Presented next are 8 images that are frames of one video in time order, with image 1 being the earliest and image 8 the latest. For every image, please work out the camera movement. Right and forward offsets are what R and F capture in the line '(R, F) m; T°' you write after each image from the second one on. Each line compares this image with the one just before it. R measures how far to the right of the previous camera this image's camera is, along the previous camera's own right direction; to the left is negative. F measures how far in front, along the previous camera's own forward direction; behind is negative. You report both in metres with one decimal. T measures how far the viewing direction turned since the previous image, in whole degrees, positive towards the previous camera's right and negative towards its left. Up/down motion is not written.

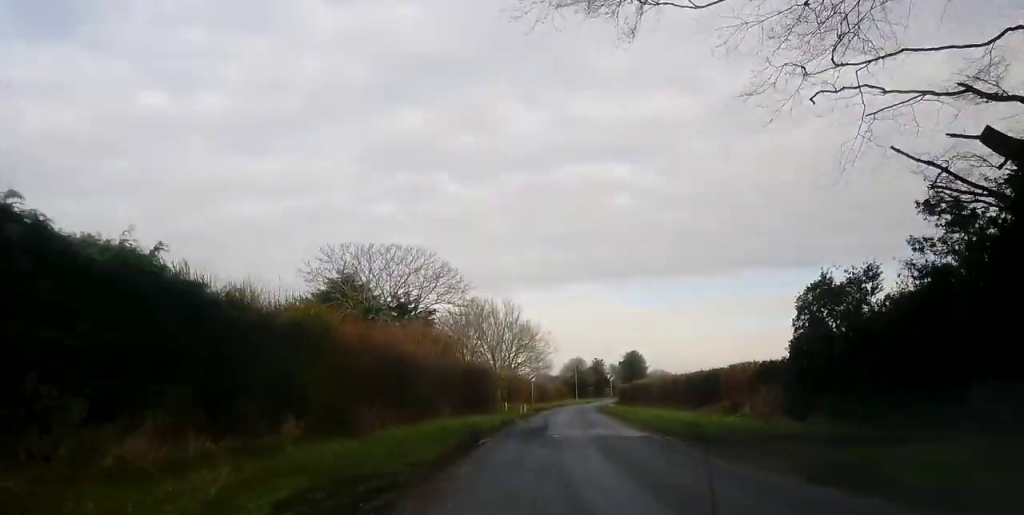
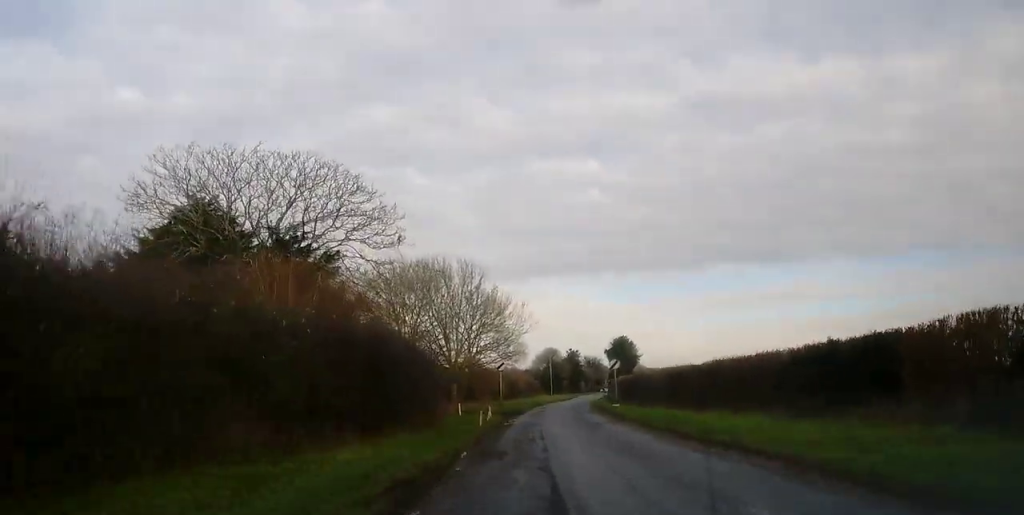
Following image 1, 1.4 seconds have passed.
(+0.6, +22.6) m; +3°
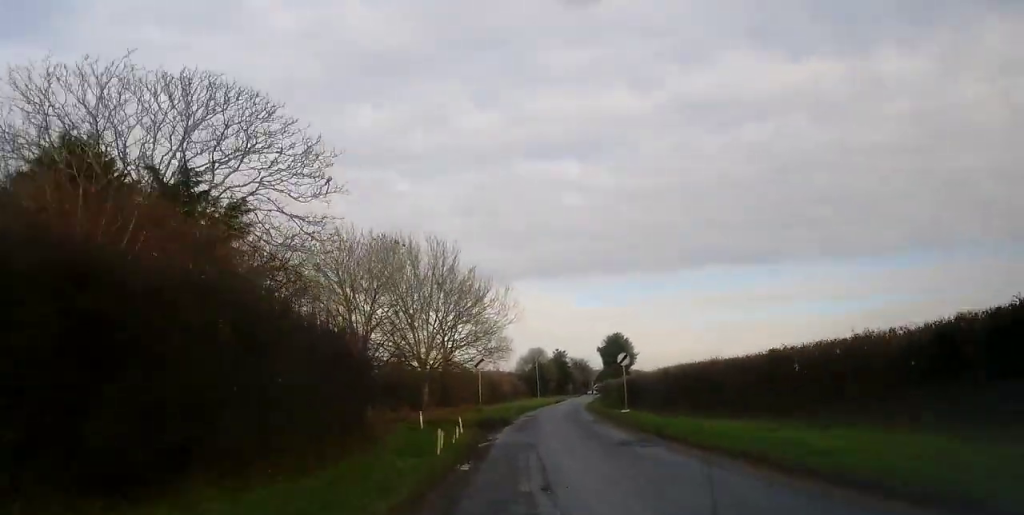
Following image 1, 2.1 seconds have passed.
(+0.2, +10.5) m; +1°
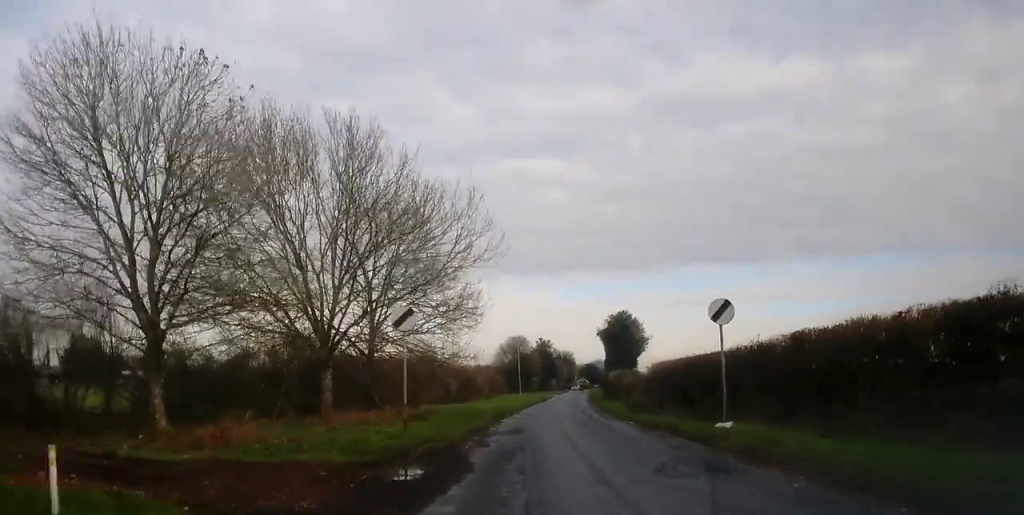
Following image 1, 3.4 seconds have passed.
(+0.1, +21.8) m; 0°
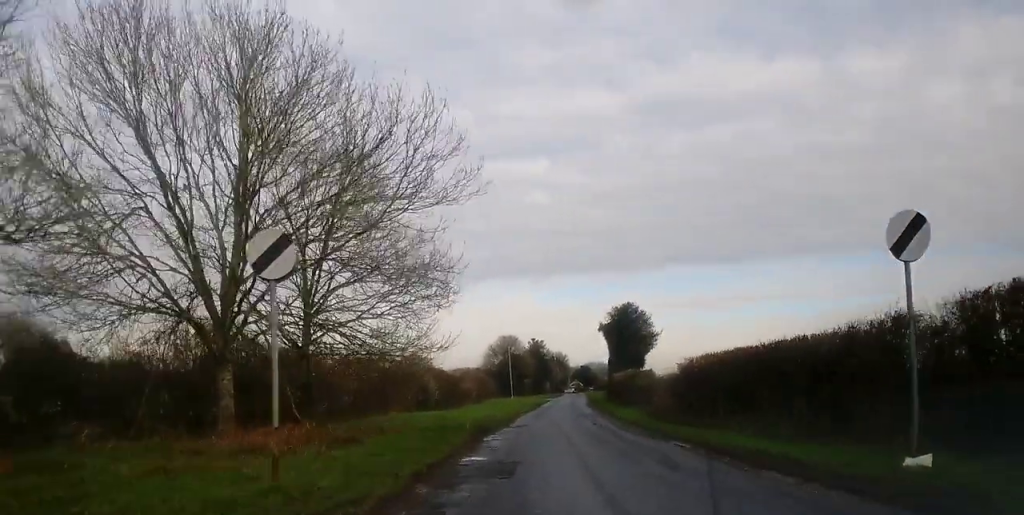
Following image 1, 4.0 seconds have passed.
(0.0, +9.4) m; +1°
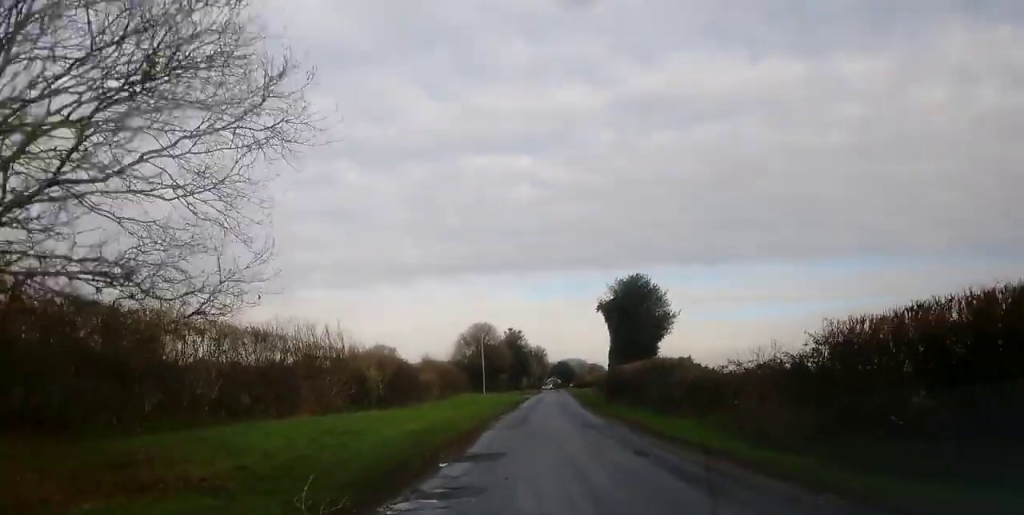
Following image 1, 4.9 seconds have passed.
(+0.3, +15.8) m; +2°
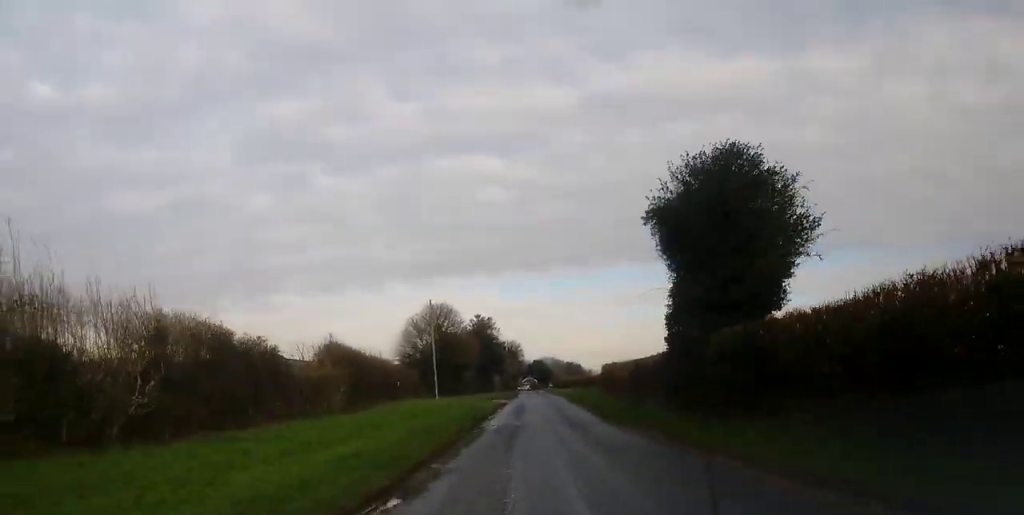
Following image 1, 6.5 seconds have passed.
(+0.6, +27.8) m; +3°
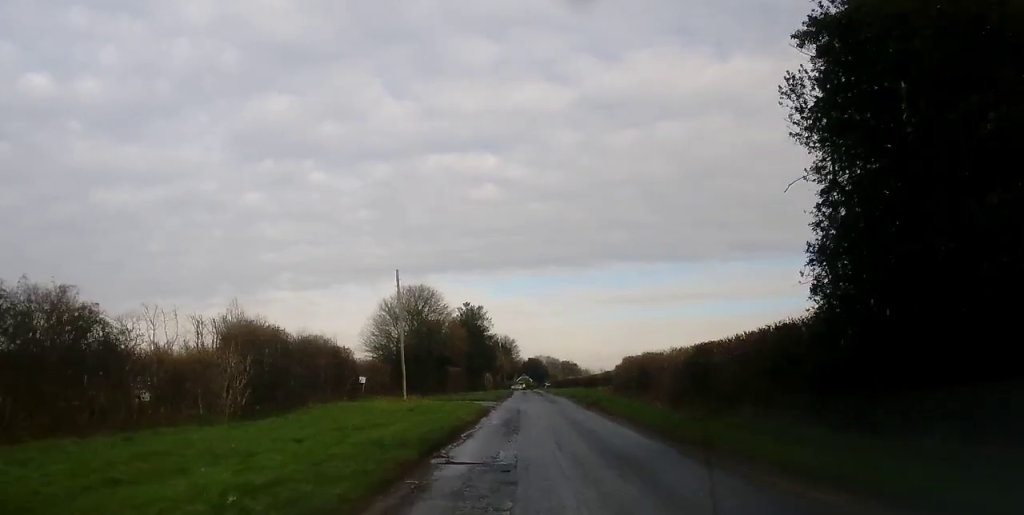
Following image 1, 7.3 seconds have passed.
(+0.5, +13.8) m; +1°
